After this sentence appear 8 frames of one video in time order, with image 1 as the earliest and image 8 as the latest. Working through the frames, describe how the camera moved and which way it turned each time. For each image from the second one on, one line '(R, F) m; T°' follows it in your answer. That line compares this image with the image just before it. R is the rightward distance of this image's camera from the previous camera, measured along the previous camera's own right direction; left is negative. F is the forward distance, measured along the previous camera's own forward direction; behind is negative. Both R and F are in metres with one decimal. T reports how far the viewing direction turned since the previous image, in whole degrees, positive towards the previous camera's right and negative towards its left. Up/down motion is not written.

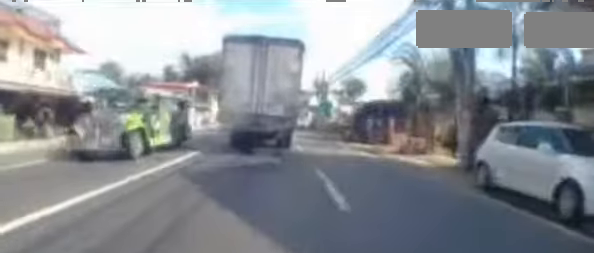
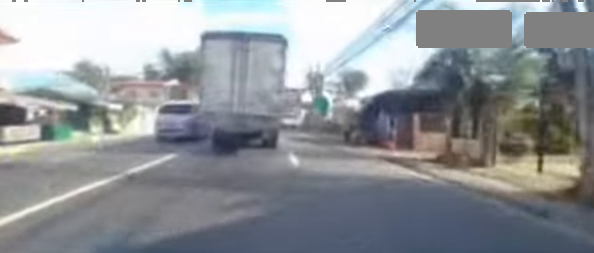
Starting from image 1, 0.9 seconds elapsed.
(0.0, +5.4) m; 0°
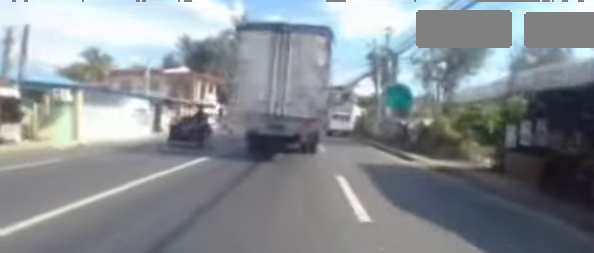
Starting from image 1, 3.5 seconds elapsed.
(-0.5, +13.6) m; -6°
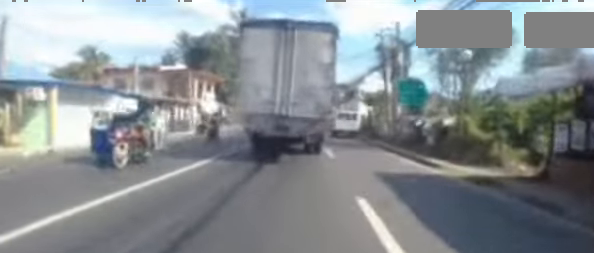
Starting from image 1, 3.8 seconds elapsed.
(-0.2, +1.9) m; 0°
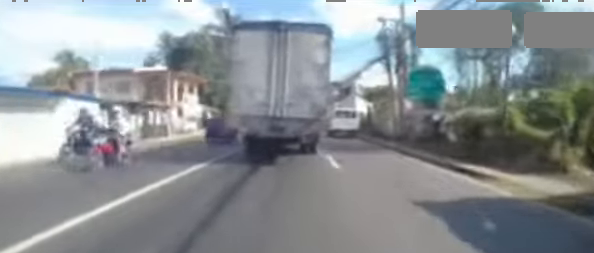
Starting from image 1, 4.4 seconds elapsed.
(+0.2, +3.0) m; +3°
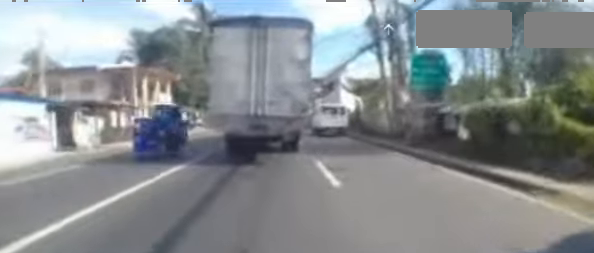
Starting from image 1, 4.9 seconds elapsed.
(+0.1, +2.1) m; +3°
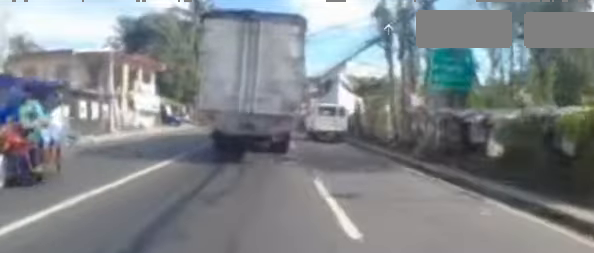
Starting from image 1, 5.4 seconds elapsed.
(0.0, +2.1) m; 0°
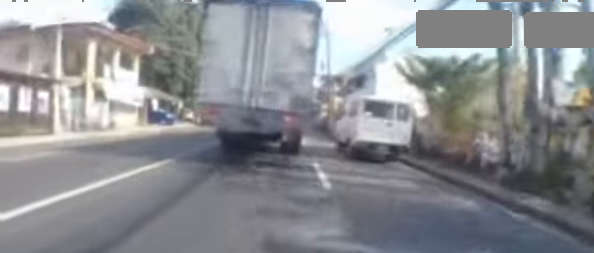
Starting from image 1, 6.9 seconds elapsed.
(0.0, +6.6) m; -5°
